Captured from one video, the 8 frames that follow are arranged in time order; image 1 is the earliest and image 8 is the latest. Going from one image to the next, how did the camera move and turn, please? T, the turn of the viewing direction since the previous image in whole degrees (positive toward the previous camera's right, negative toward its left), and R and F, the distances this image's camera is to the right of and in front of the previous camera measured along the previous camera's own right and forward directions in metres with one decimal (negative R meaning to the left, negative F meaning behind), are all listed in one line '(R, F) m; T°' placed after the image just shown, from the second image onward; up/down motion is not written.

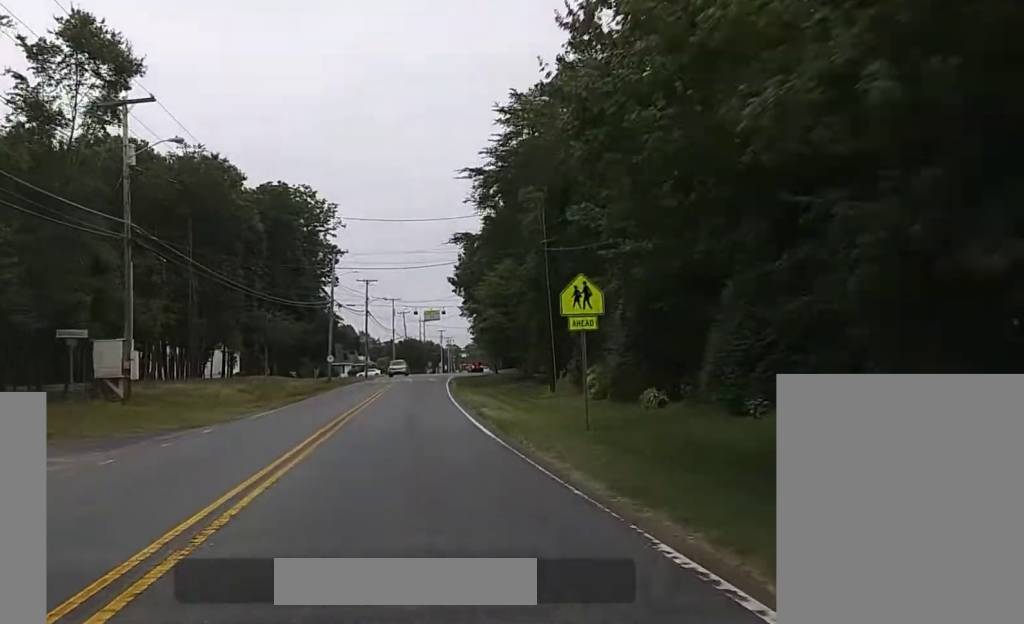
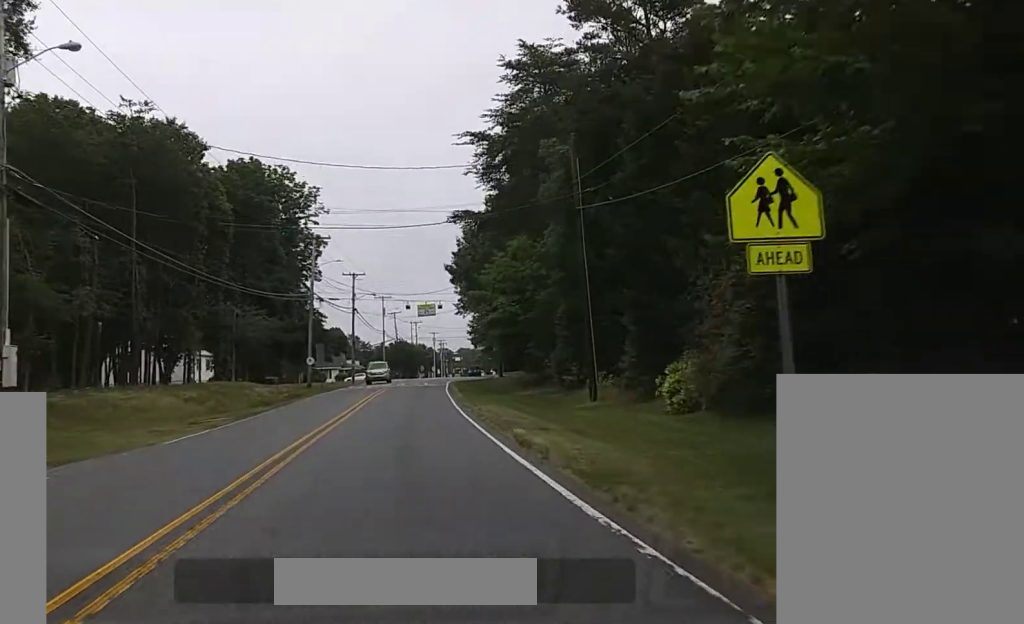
(+0.2, +13.4) m; +1°
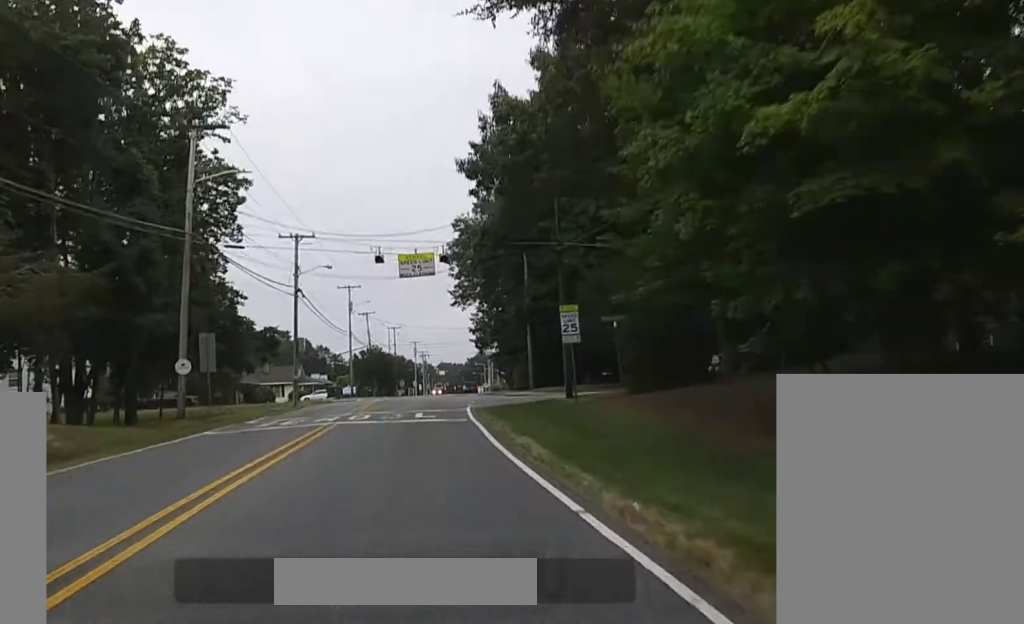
(+0.5, +41.8) m; +2°
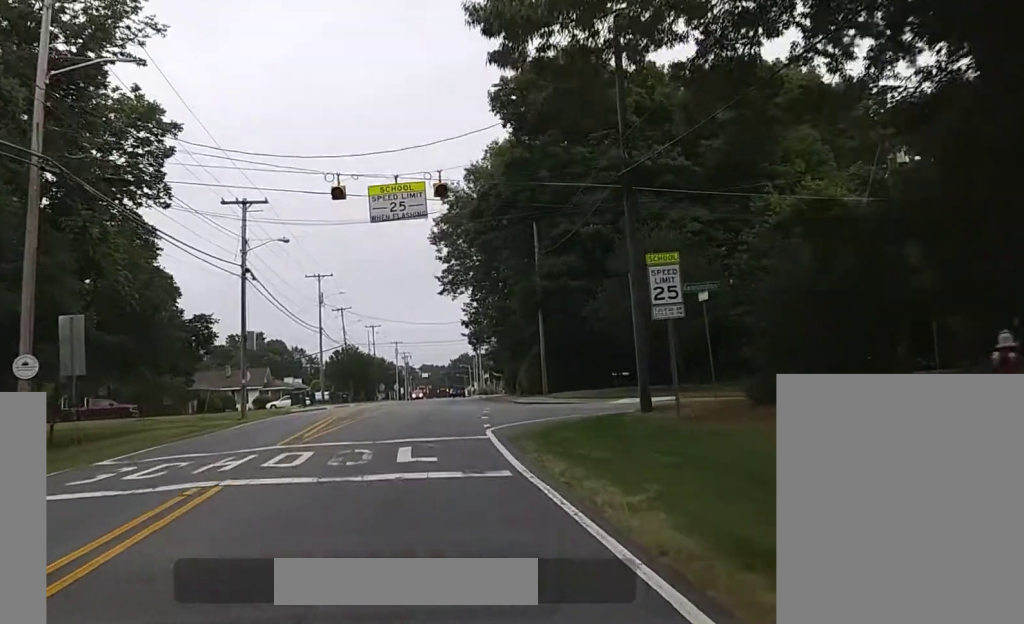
(+0.1, +15.1) m; 0°
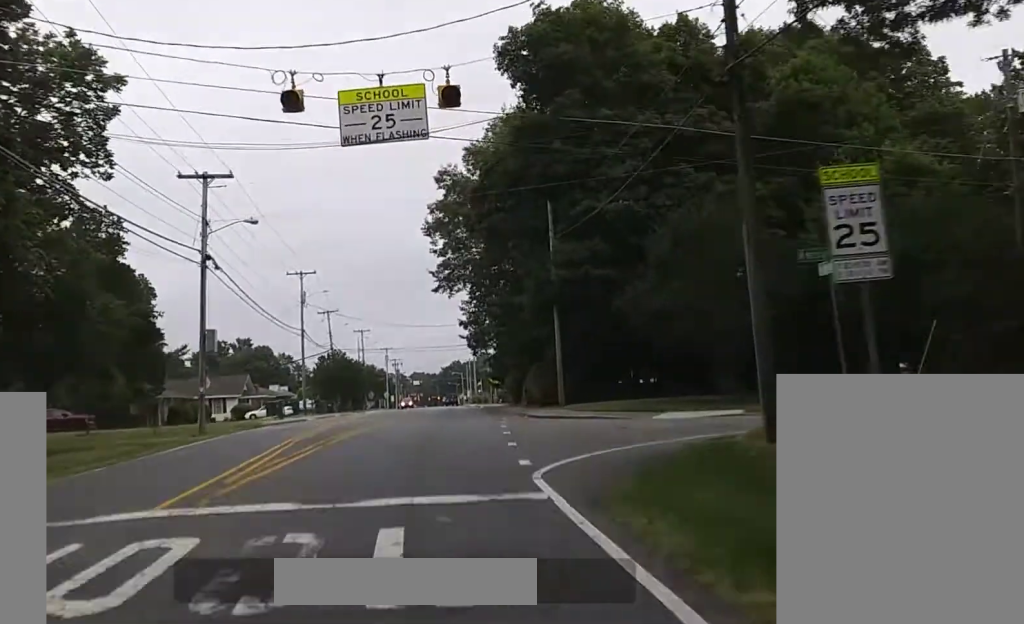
(0.0, +10.4) m; 0°
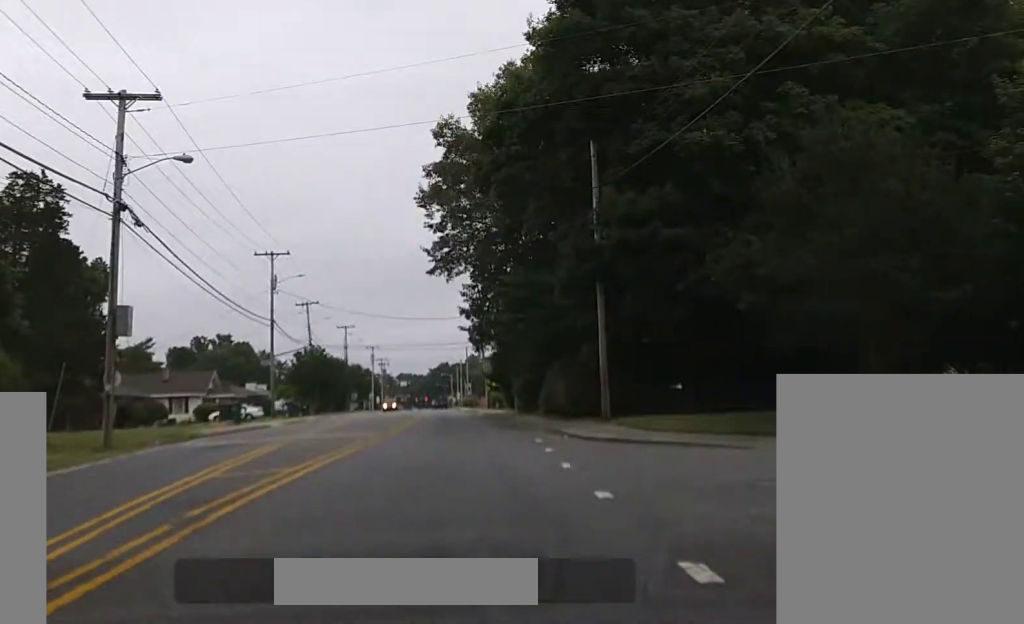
(0.0, +13.3) m; +1°
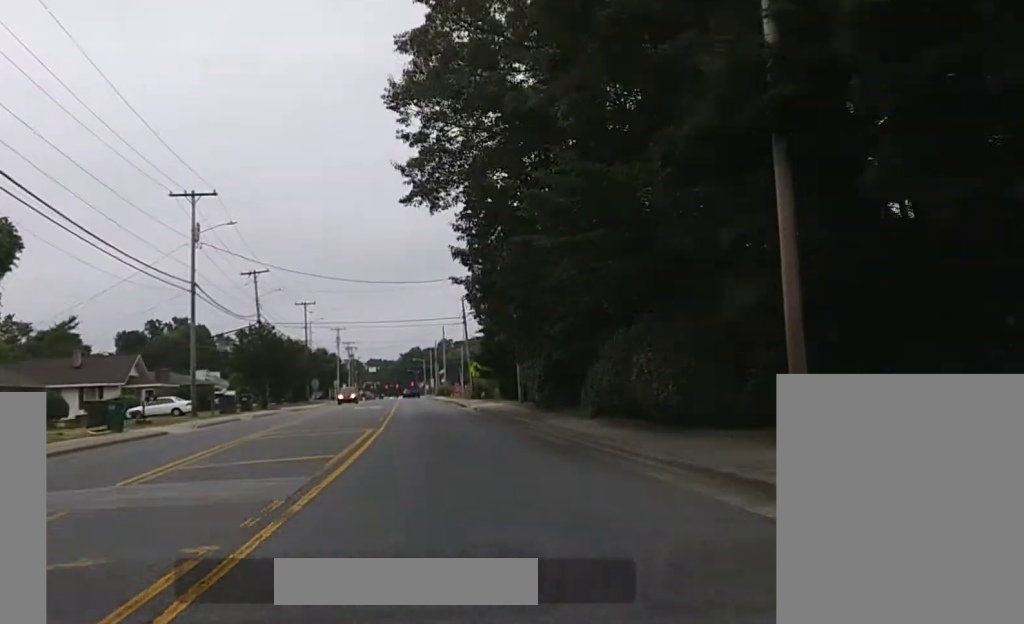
(+0.3, +17.4) m; +1°
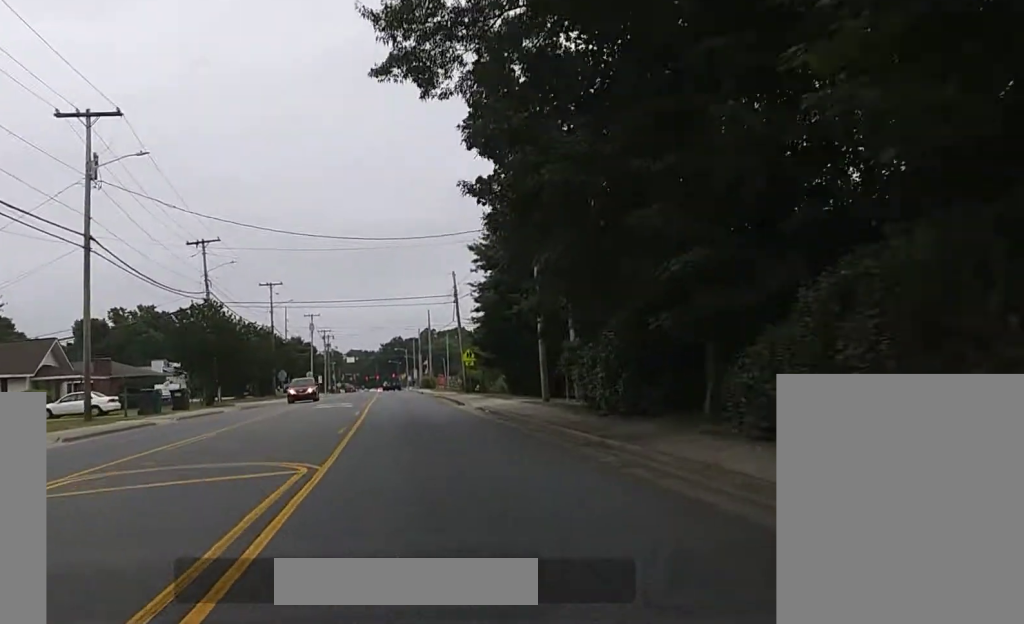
(0.0, +14.3) m; -1°
